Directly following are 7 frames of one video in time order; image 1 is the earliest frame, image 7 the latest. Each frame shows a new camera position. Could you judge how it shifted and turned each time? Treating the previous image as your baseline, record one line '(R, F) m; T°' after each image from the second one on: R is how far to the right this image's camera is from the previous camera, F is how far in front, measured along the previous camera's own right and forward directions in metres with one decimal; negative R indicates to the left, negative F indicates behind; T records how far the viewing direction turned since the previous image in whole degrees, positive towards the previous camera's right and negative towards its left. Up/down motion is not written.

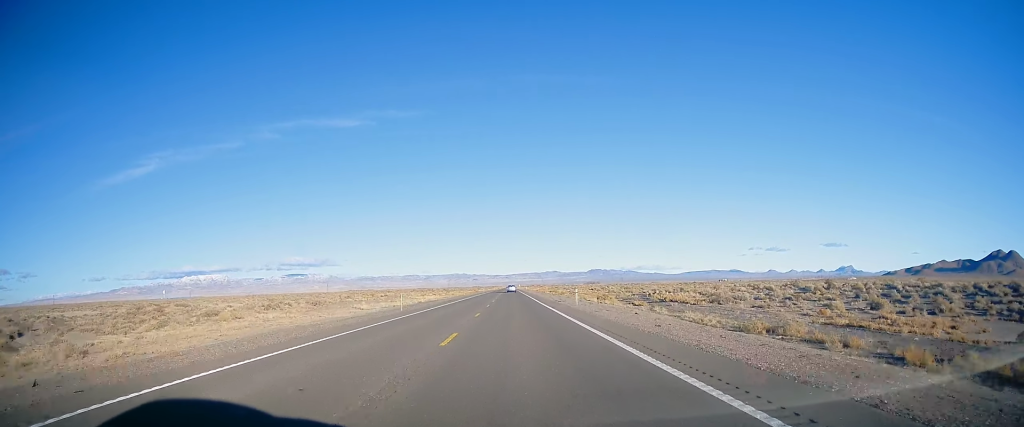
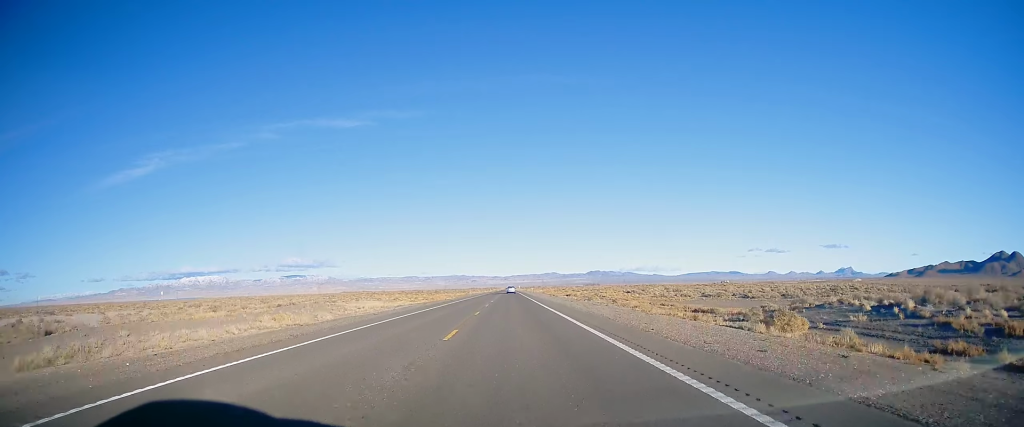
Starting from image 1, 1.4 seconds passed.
(+0.5, +47.3) m; 0°
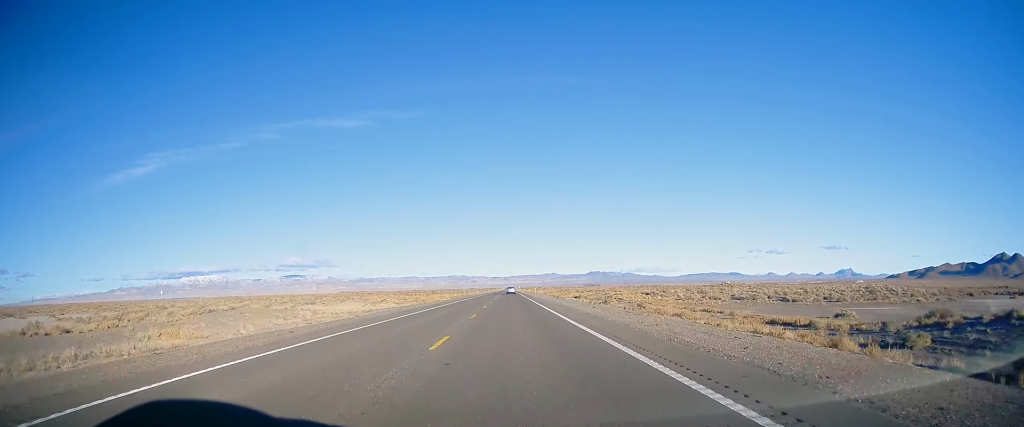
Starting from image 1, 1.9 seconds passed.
(-0.1, +14.4) m; 0°
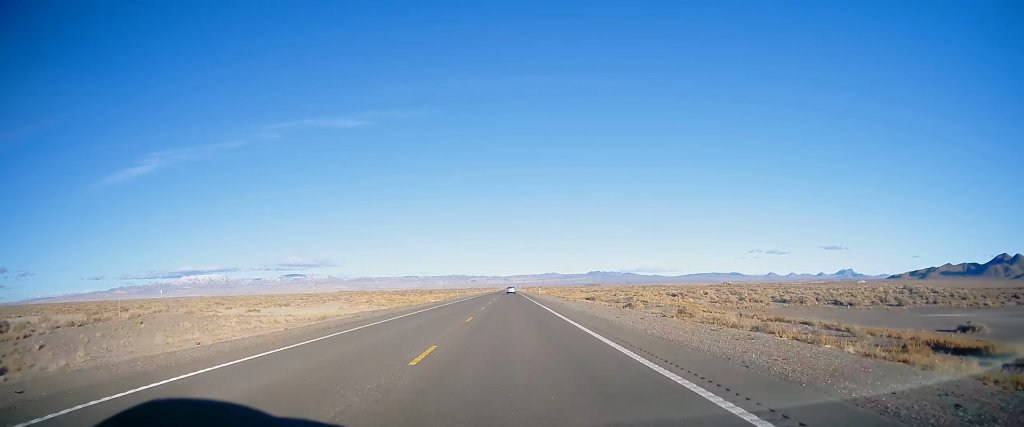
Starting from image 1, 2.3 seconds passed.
(-0.3, +14.4) m; 0°
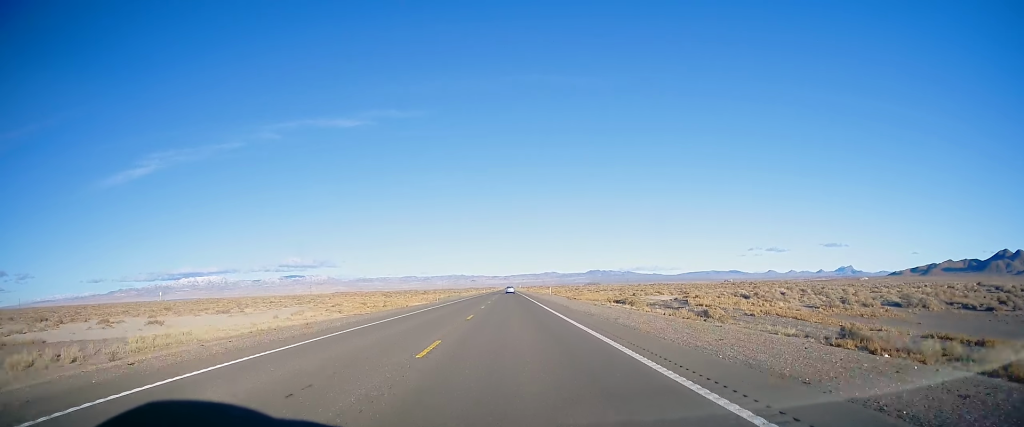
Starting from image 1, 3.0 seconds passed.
(+0.1, +23.2) m; 0°
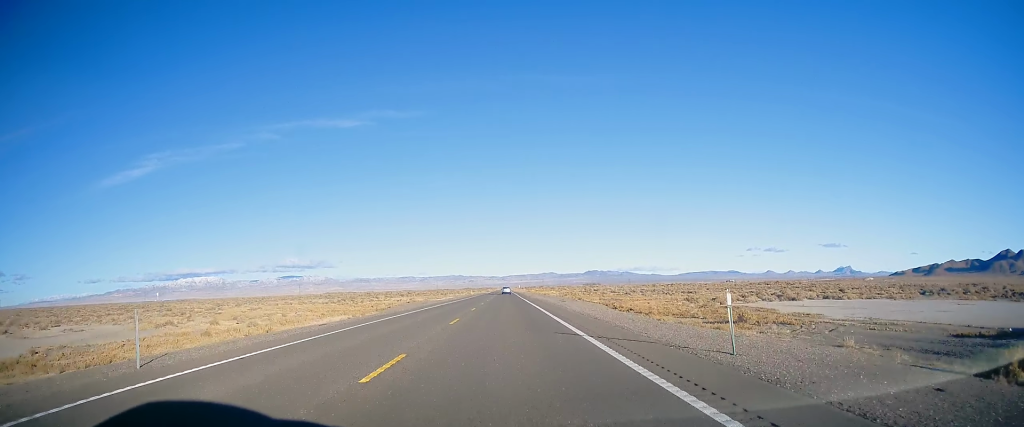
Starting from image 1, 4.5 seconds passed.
(+0.6, +51.3) m; 0°
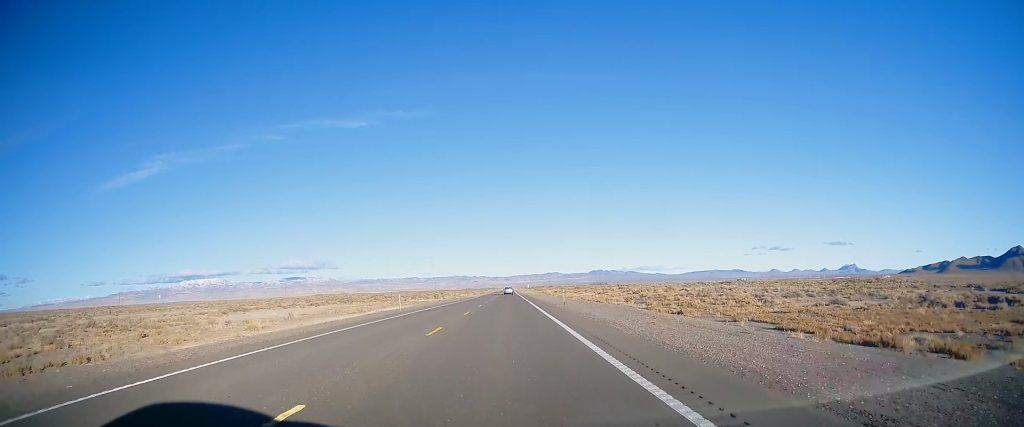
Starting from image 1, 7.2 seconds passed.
(-0.9, +89.0) m; 0°
